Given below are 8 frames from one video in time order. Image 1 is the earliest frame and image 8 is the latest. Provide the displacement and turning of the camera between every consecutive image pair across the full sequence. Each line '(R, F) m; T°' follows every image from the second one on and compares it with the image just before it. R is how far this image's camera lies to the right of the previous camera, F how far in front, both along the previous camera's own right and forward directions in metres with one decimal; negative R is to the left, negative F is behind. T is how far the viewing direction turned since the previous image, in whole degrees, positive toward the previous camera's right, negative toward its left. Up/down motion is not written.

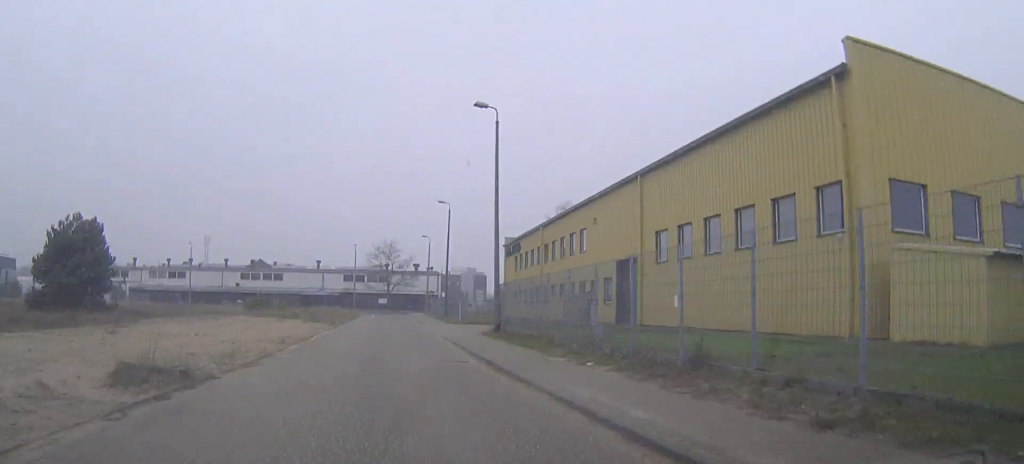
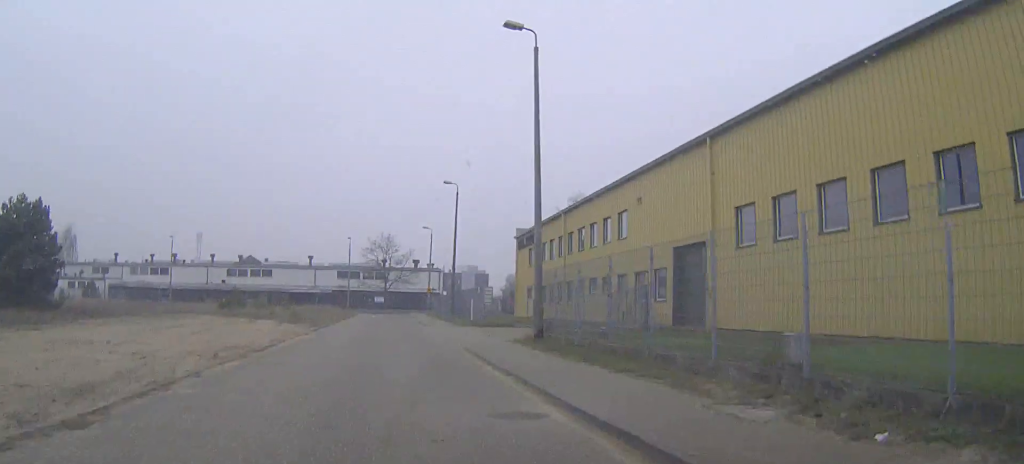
(0.0, +9.1) m; -1°
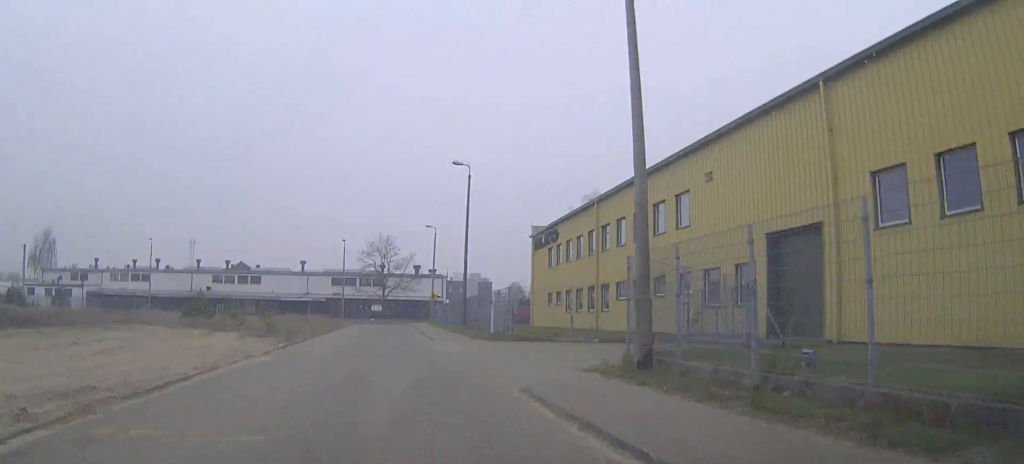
(0.0, +9.2) m; +1°
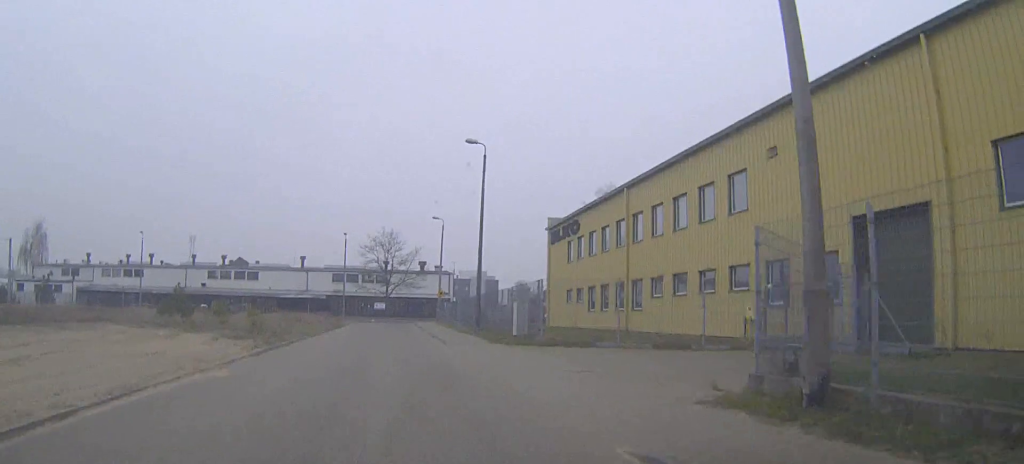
(+0.1, +5.1) m; +1°
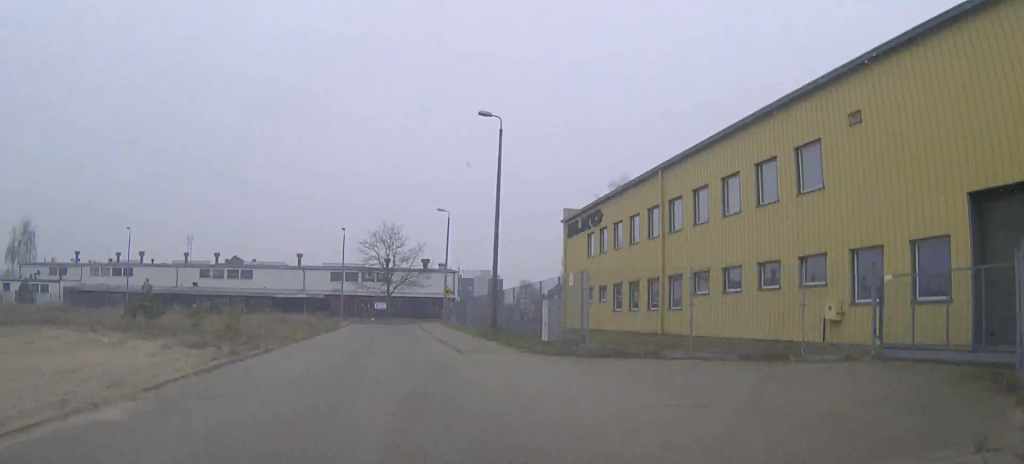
(0.0, +5.5) m; -1°
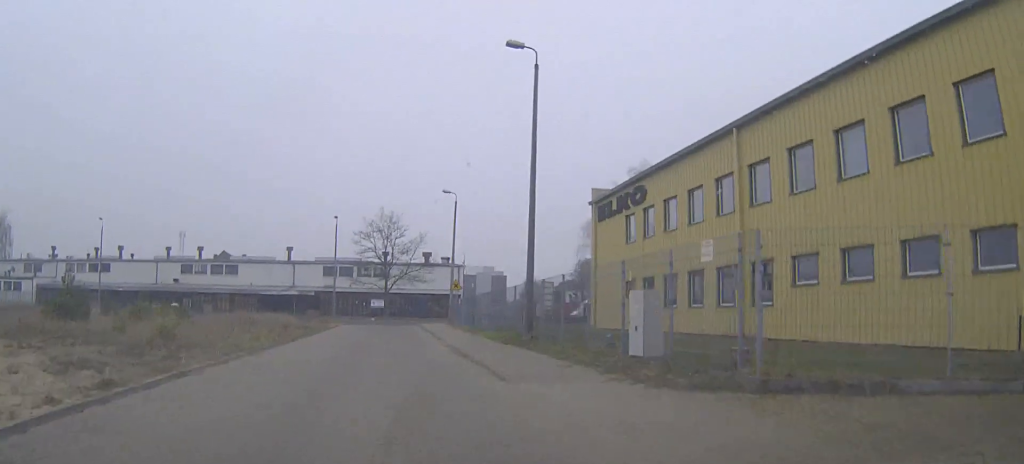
(-0.2, +8.7) m; 0°
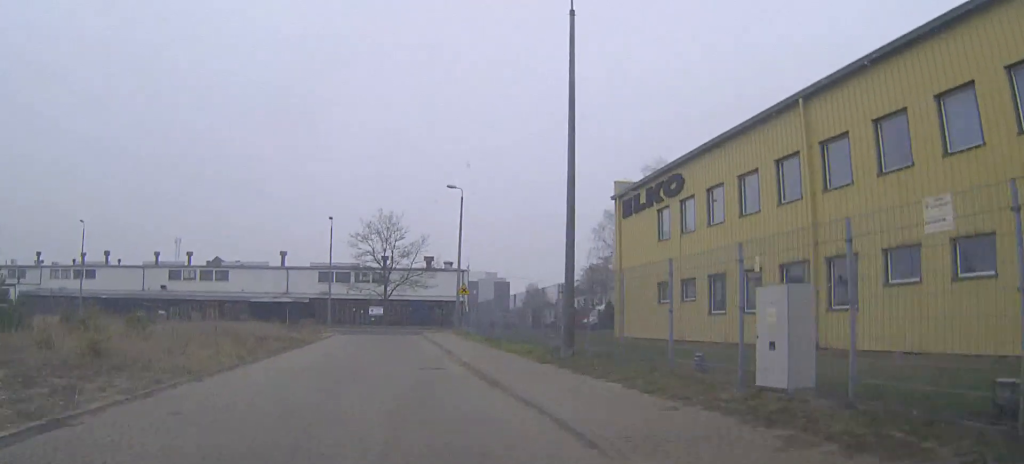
(+0.1, +5.2) m; +1°
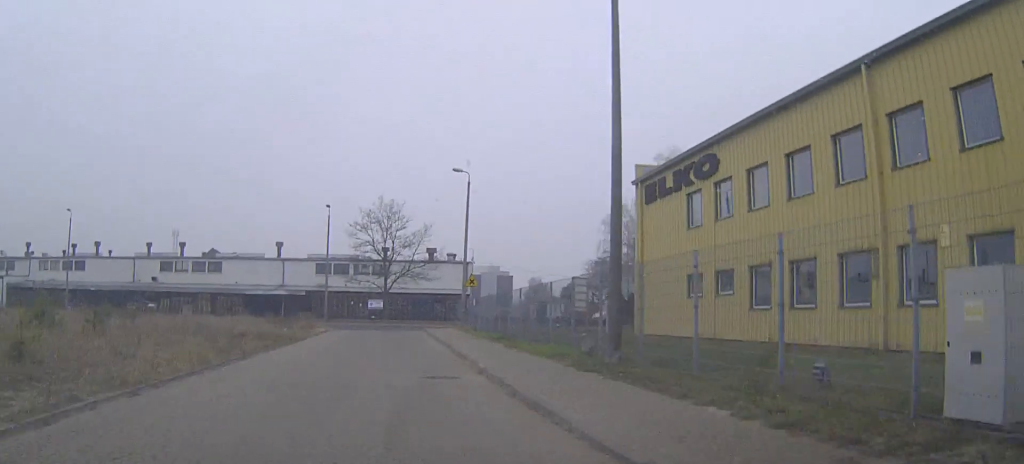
(0.0, +3.6) m; 0°
